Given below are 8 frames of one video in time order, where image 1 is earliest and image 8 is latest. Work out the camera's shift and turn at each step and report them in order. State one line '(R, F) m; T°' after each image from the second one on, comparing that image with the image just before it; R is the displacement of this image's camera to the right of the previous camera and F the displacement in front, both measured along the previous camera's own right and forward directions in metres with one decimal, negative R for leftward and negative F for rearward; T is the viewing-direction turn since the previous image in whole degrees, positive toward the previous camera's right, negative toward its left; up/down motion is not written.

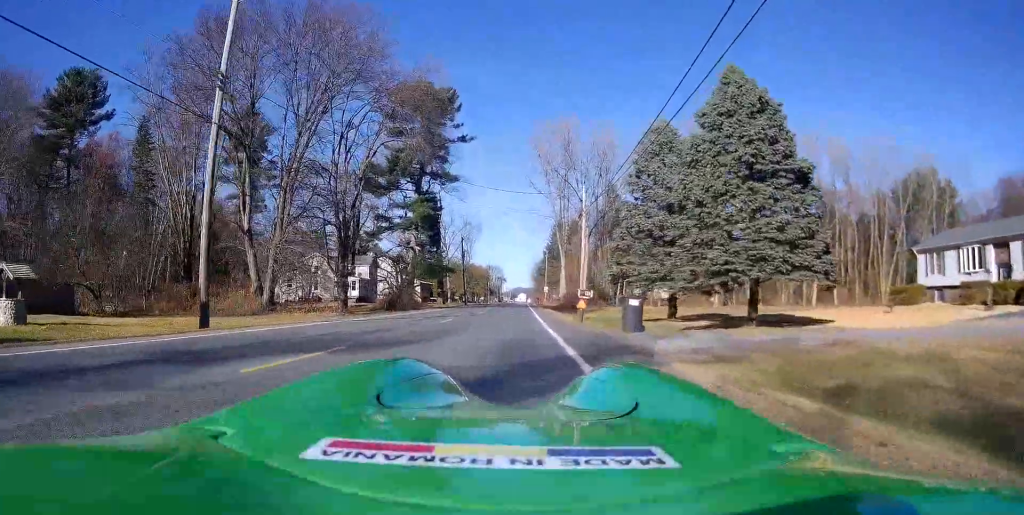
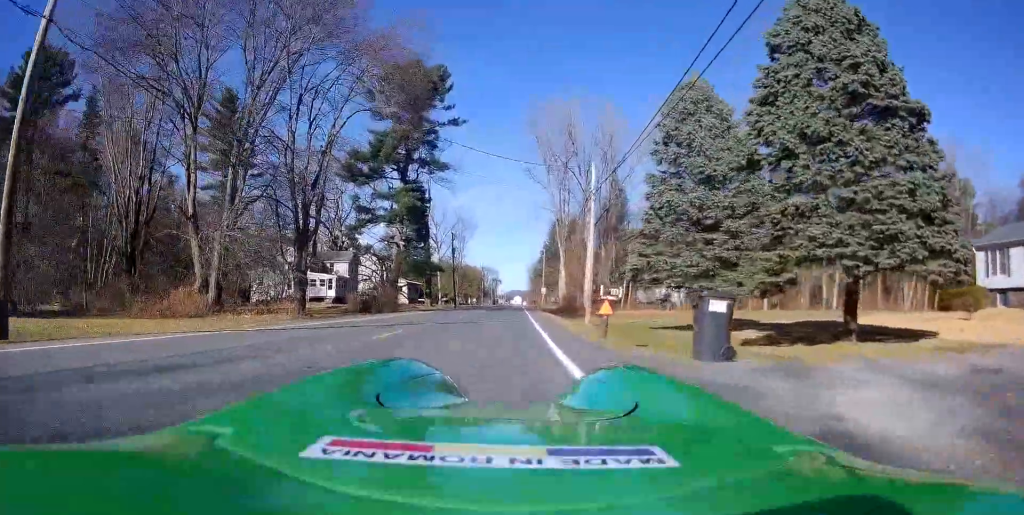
(+0.1, +7.2) m; +2°
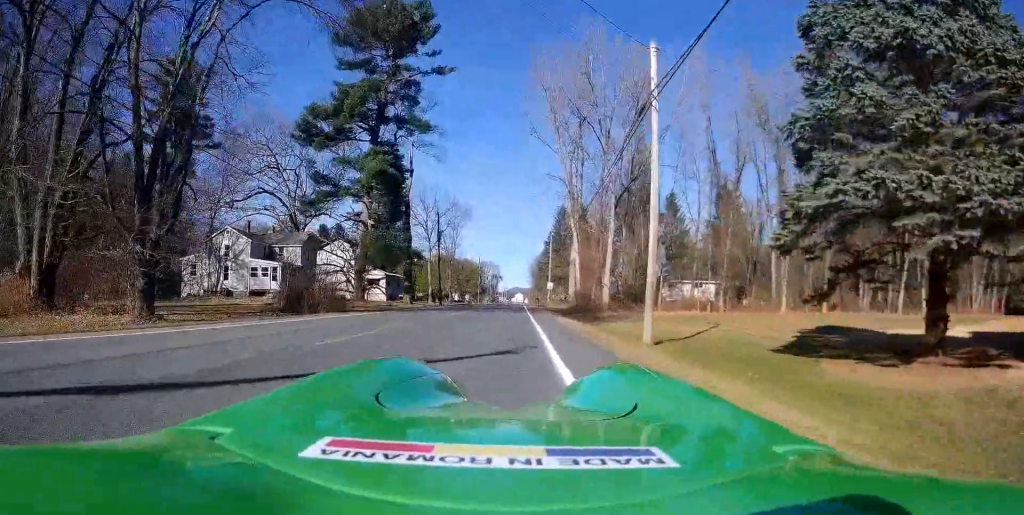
(+0.3, +14.9) m; +1°
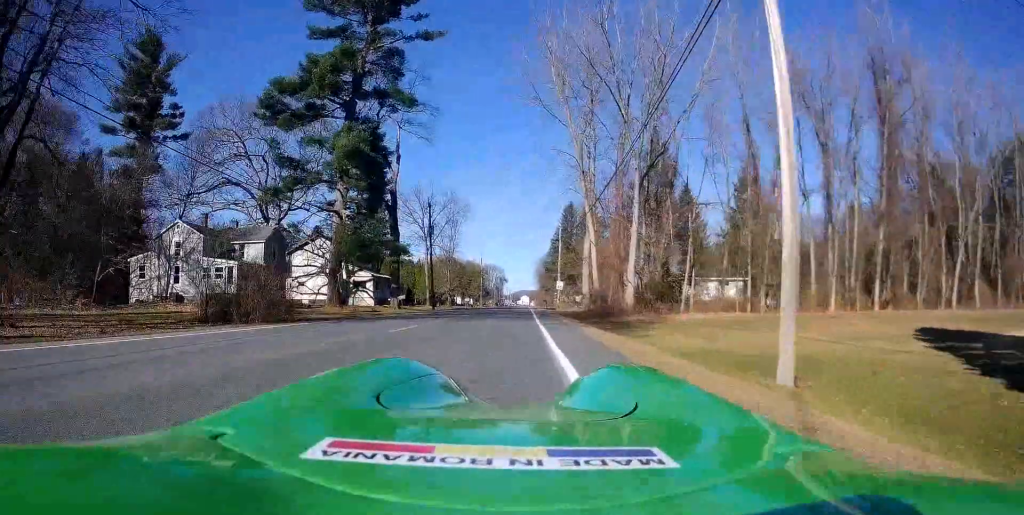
(-0.1, +8.1) m; -1°
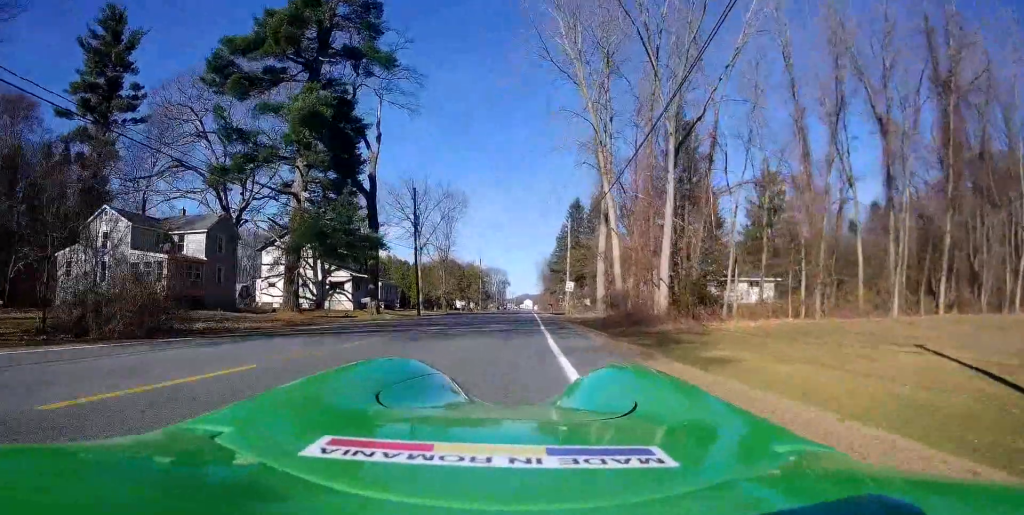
(-0.1, +8.5) m; -2°
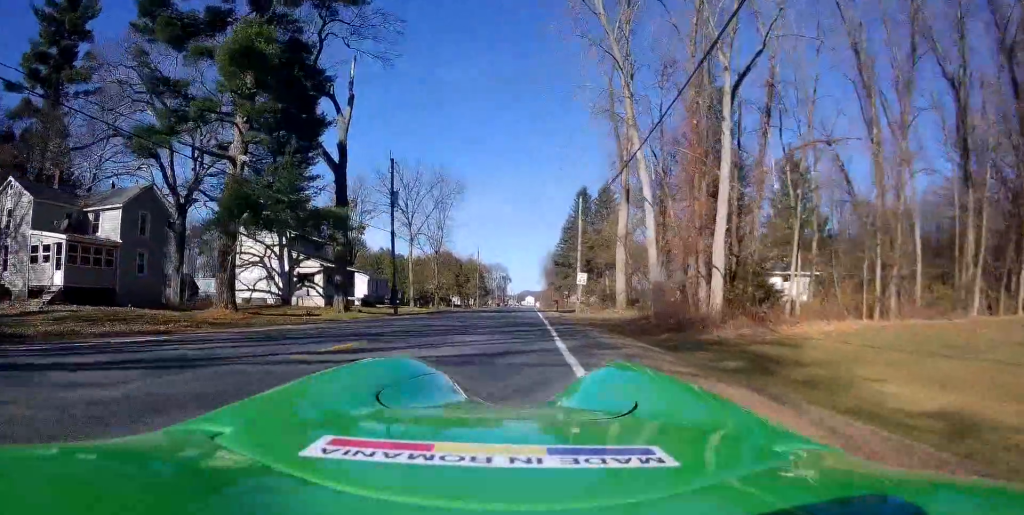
(-0.2, +8.5) m; +1°
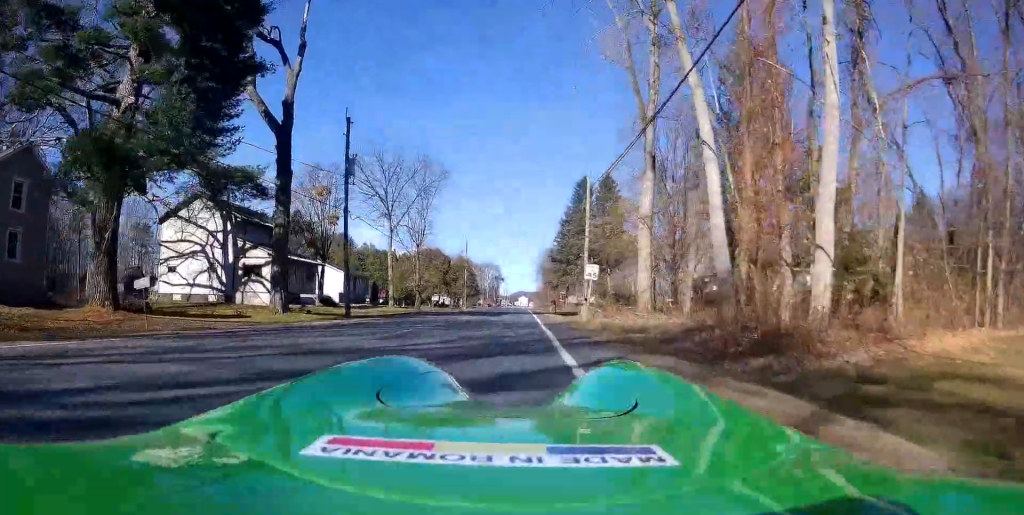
(+0.3, +9.1) m; -2°
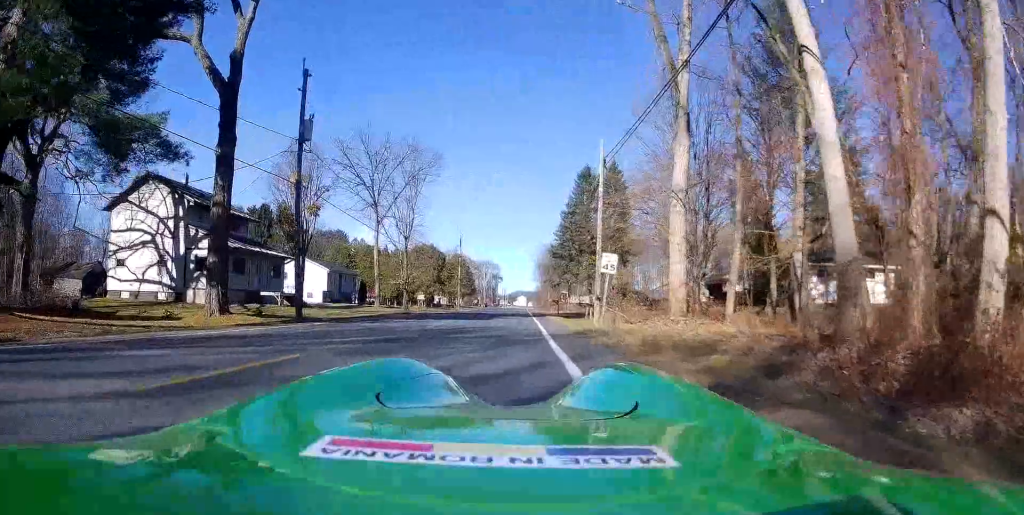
(-0.4, +6.6) m; -3°
